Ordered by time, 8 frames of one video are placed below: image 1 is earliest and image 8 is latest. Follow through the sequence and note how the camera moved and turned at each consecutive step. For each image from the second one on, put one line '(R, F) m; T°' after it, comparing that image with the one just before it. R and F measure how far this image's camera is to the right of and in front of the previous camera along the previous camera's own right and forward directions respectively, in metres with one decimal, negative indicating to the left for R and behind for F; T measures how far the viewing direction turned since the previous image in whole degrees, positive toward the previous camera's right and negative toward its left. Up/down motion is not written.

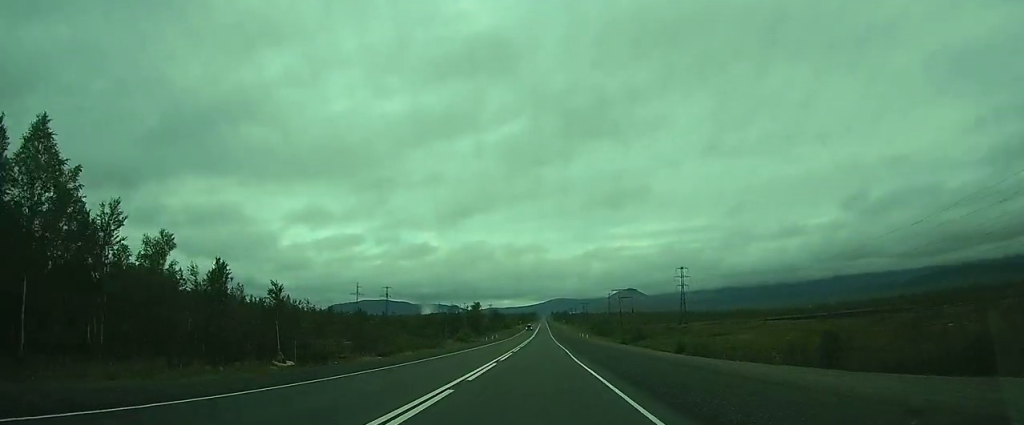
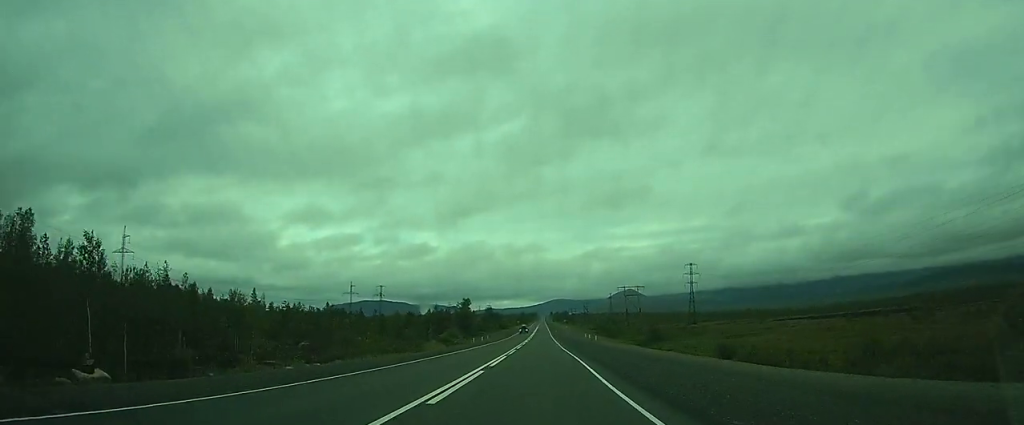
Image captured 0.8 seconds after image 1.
(0.0, +17.7) m; 0°
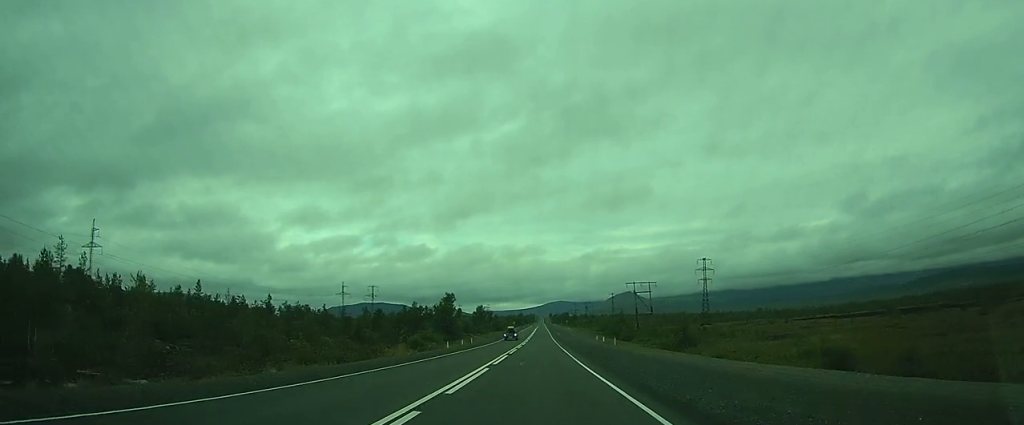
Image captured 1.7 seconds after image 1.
(0.0, +22.1) m; 0°
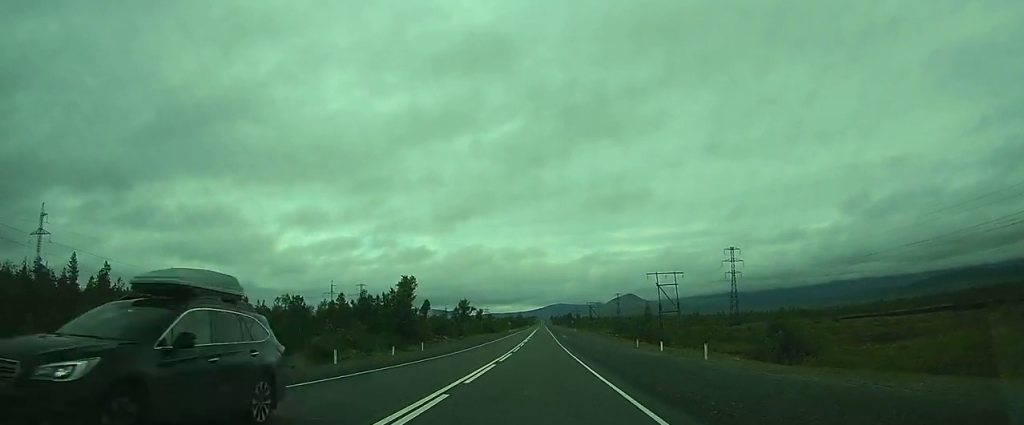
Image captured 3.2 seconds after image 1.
(+0.2, +33.2) m; 0°
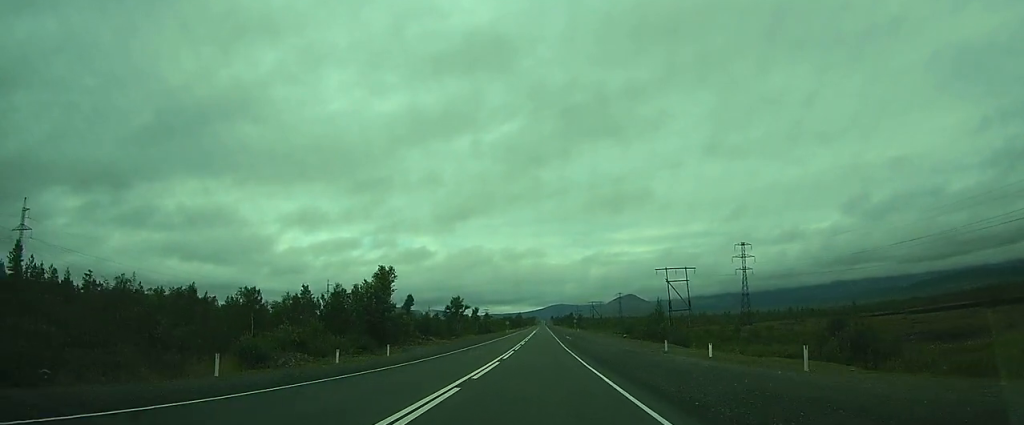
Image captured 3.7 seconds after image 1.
(0.0, +10.5) m; 0°
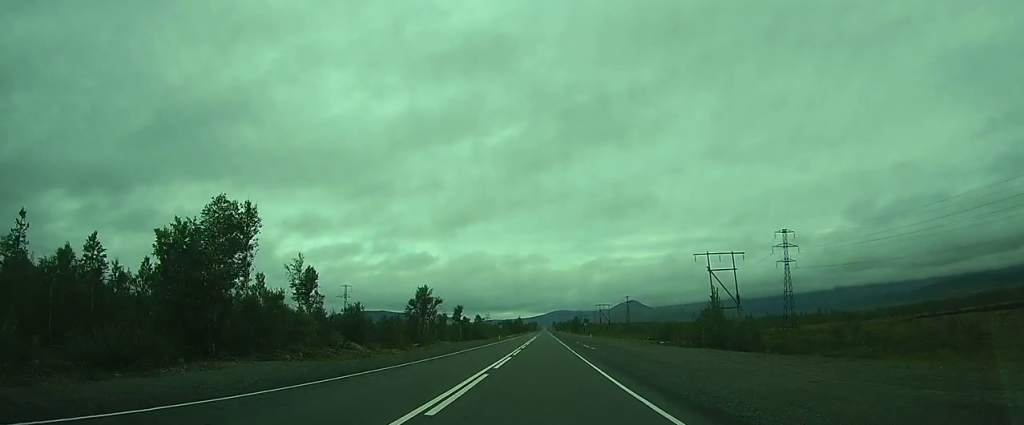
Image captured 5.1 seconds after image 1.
(-0.5, +31.4) m; -1°
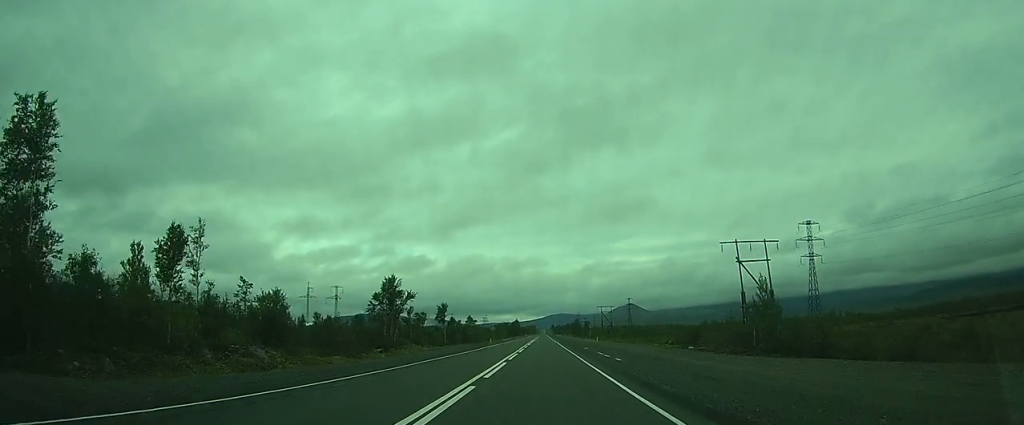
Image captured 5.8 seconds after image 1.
(0.0, +15.7) m; +1°
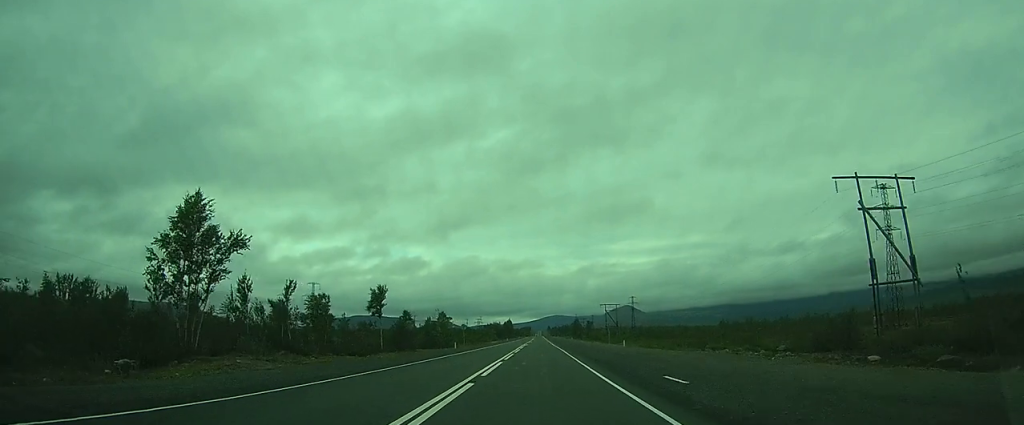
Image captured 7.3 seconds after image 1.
(+0.5, +35.3) m; +1°
